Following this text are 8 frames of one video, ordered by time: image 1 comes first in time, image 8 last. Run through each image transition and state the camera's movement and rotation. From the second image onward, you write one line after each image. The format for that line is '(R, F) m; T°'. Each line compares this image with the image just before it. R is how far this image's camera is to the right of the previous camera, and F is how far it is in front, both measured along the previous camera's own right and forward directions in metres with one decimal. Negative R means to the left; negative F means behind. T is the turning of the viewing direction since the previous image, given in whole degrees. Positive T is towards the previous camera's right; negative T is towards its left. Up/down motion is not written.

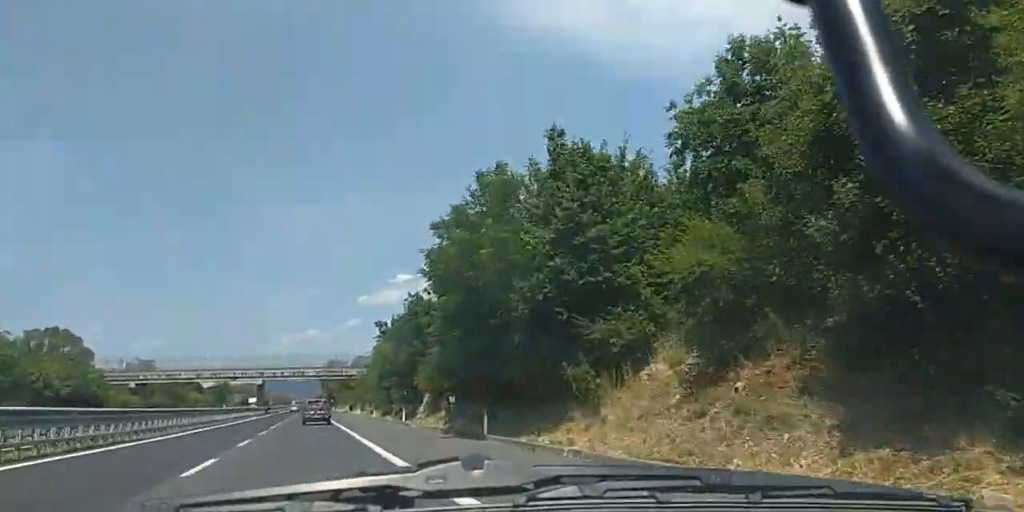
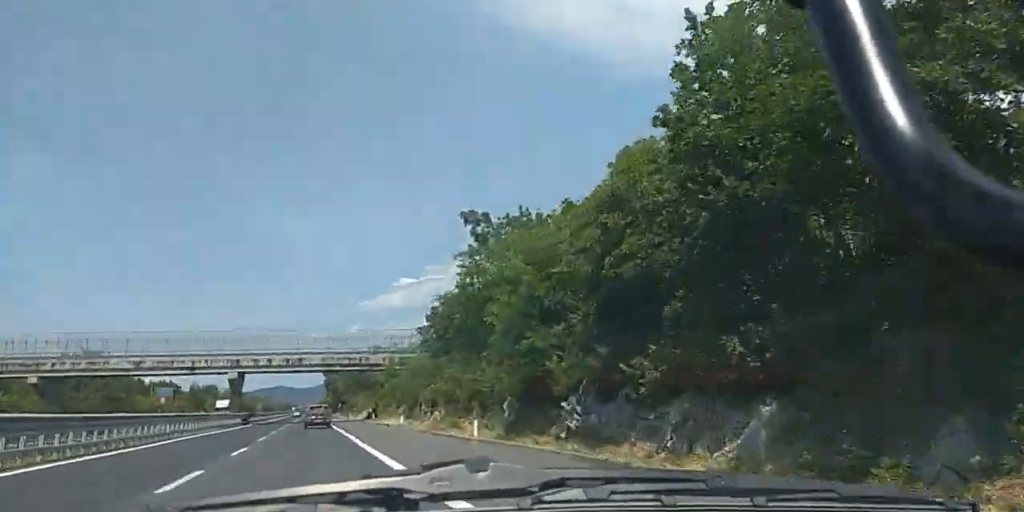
(+0.5, +48.6) m; +1°
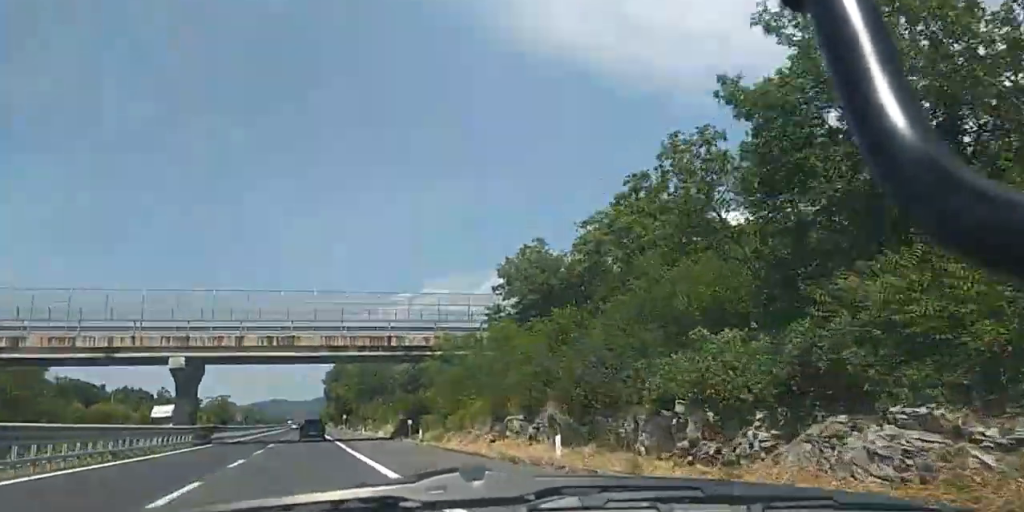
(0.0, +34.8) m; 0°
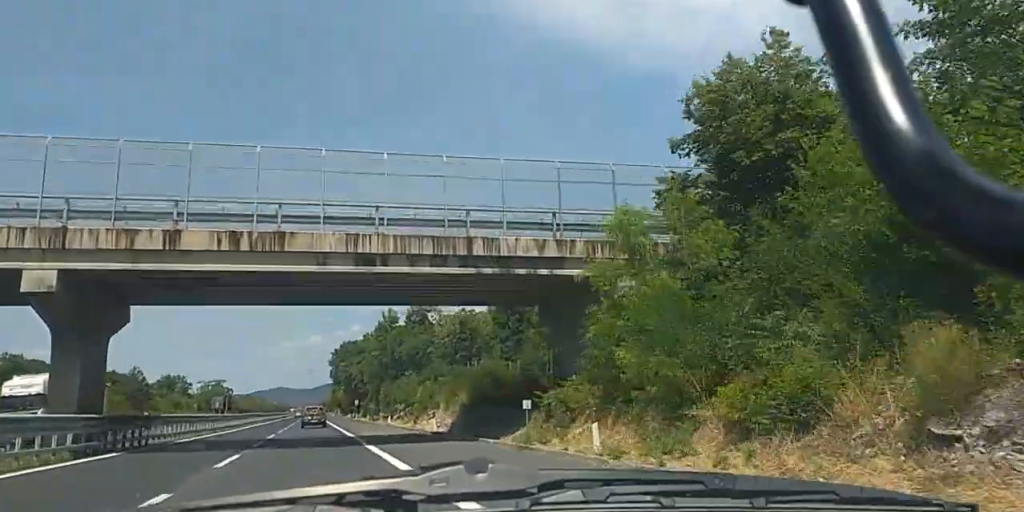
(0.0, +27.9) m; 0°
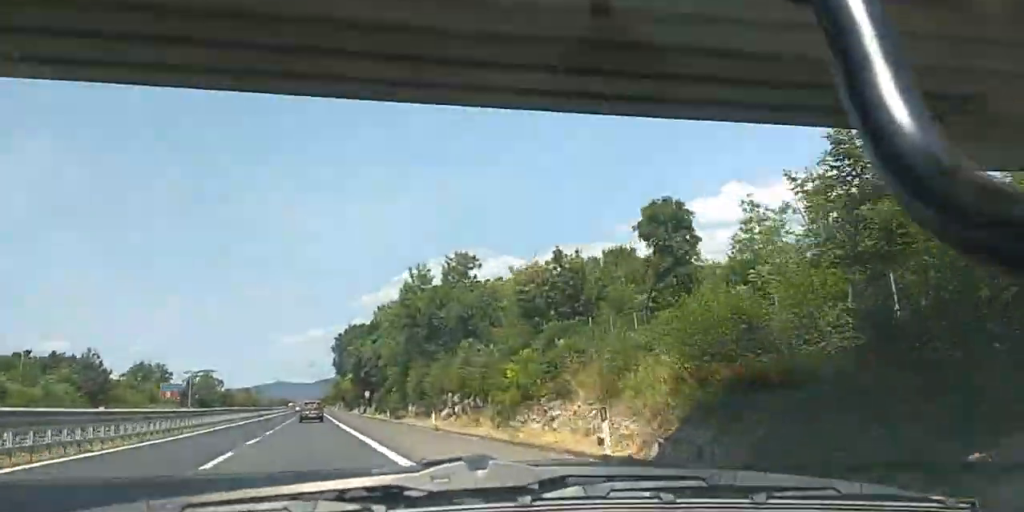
(0.0, +25.0) m; 0°
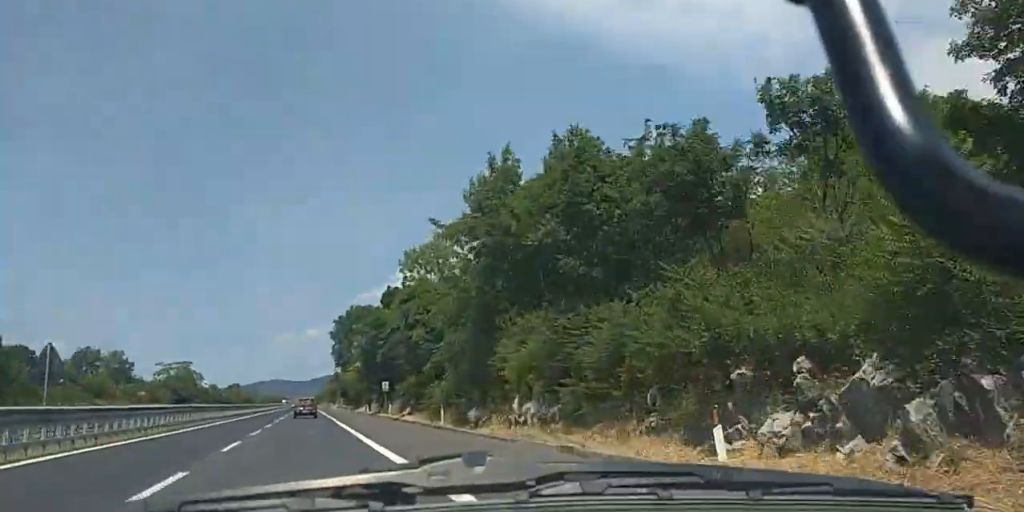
(+0.2, +30.3) m; +1°
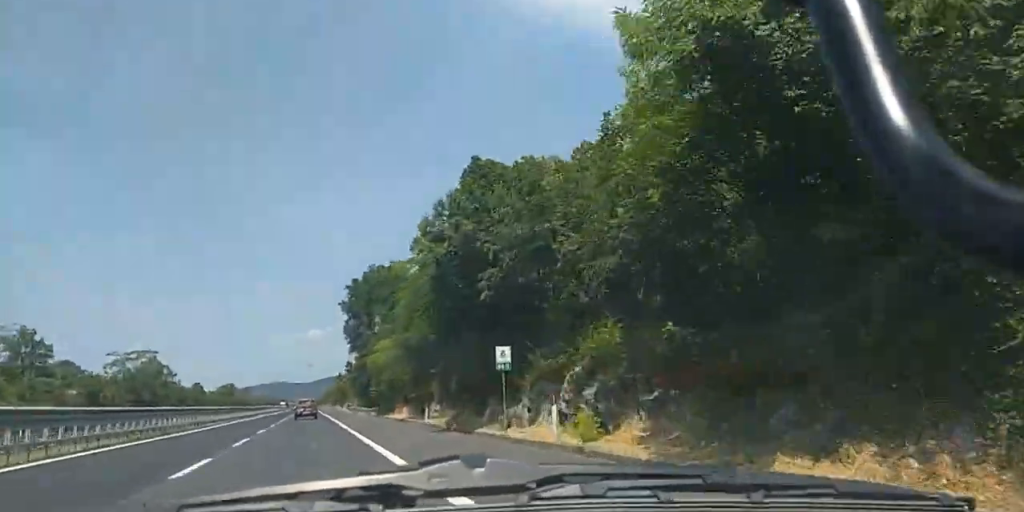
(+0.7, +40.9) m; +1°
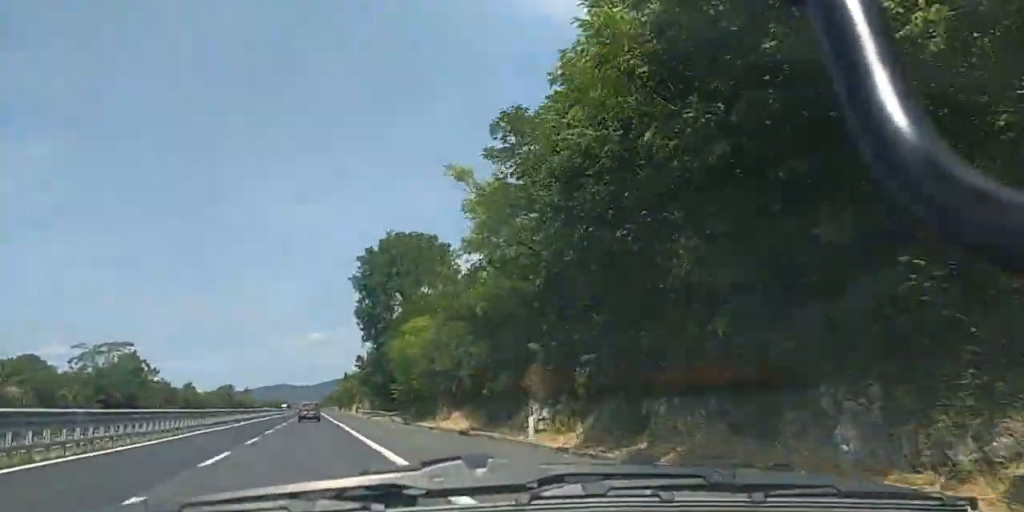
(0.0, +20.0) m; -1°
